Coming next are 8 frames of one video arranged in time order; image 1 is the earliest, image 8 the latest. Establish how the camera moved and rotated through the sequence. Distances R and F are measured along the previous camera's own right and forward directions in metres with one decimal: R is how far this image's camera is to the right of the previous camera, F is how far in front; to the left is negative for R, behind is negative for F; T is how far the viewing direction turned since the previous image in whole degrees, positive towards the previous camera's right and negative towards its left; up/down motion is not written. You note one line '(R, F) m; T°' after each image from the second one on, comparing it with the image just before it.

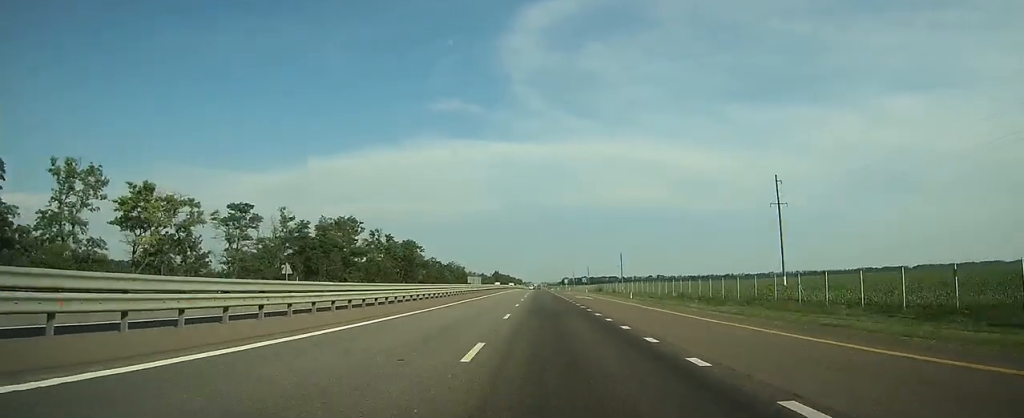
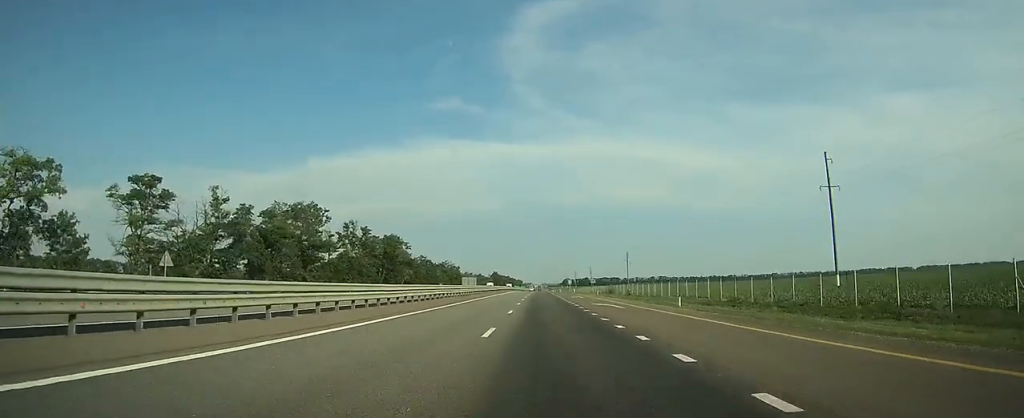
(0.0, +19.4) m; 0°
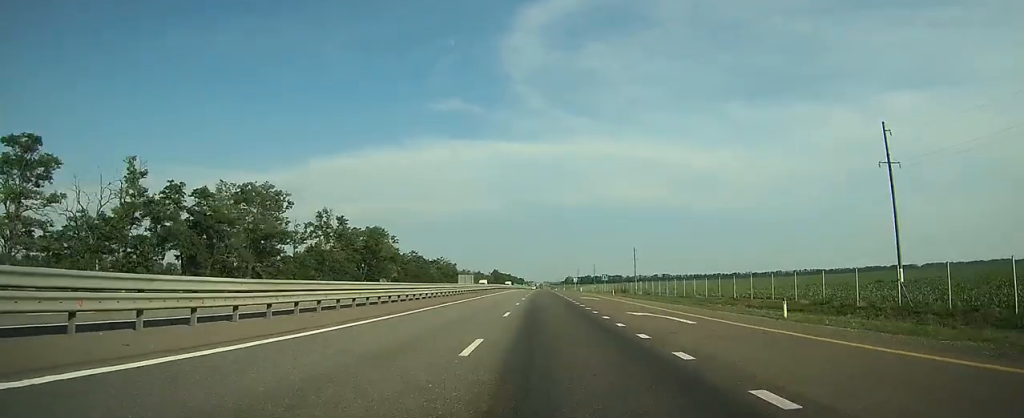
(0.0, +16.0) m; 0°
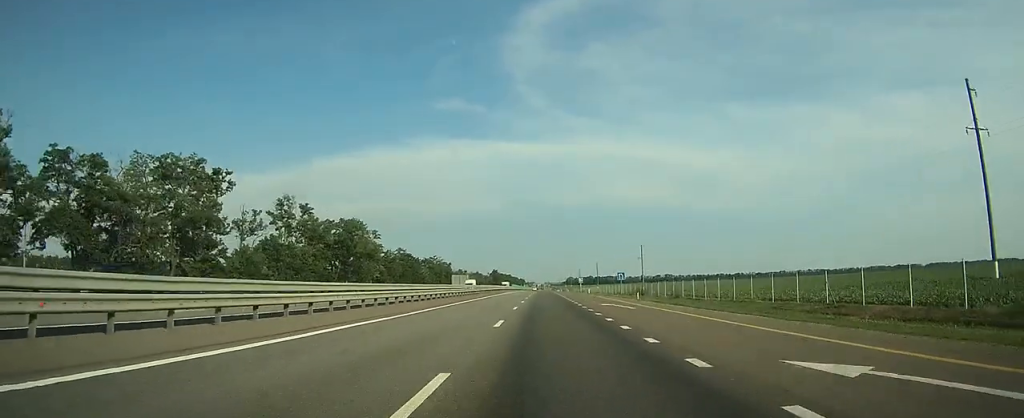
(0.0, +16.9) m; 0°
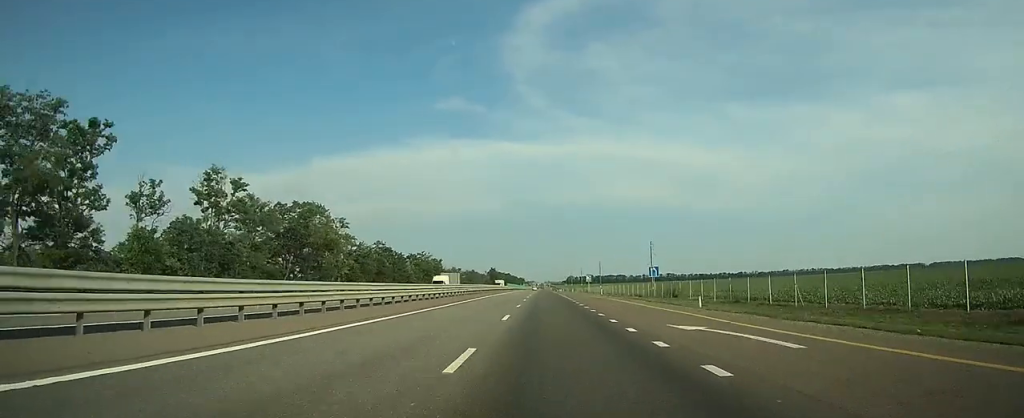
(0.0, +20.9) m; 0°
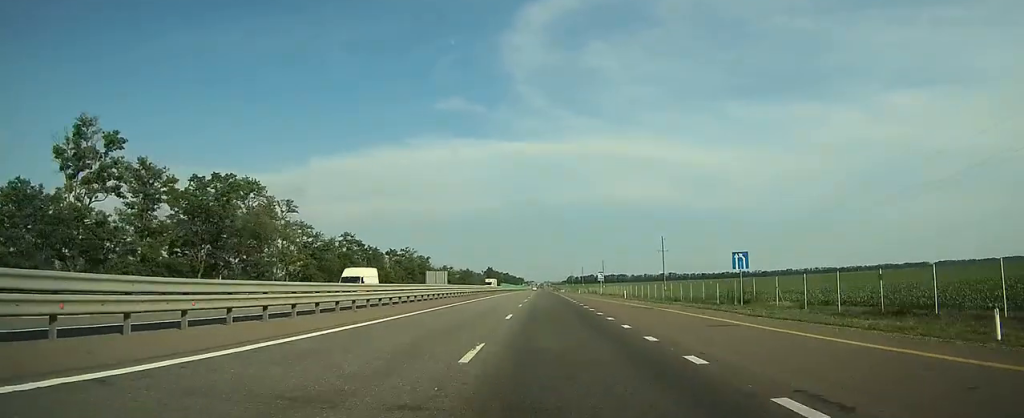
(0.0, +22.8) m; 0°
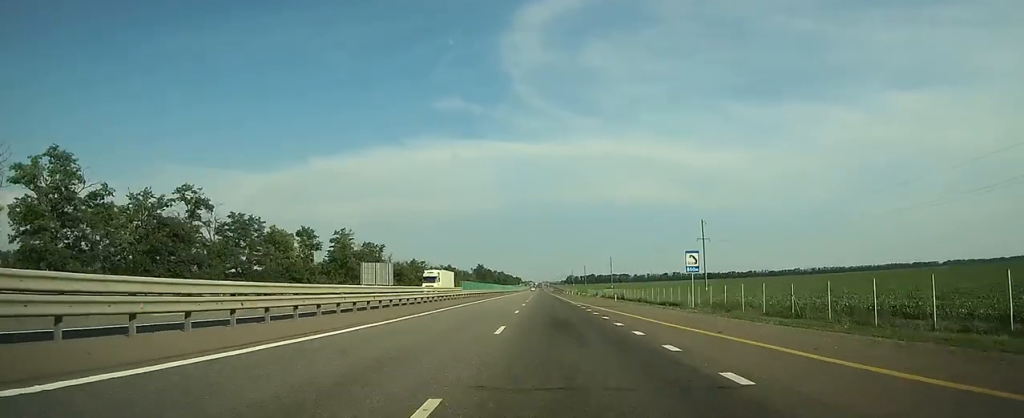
(+0.1, +53.9) m; 0°
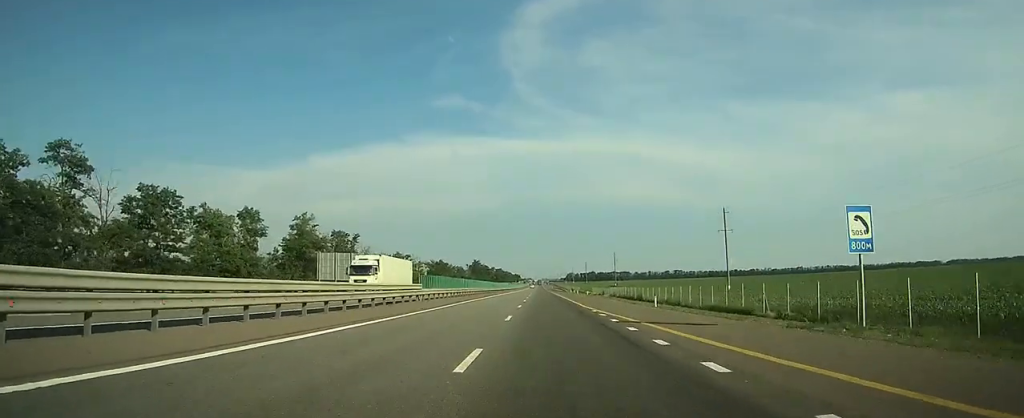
(0.0, +19.0) m; 0°
